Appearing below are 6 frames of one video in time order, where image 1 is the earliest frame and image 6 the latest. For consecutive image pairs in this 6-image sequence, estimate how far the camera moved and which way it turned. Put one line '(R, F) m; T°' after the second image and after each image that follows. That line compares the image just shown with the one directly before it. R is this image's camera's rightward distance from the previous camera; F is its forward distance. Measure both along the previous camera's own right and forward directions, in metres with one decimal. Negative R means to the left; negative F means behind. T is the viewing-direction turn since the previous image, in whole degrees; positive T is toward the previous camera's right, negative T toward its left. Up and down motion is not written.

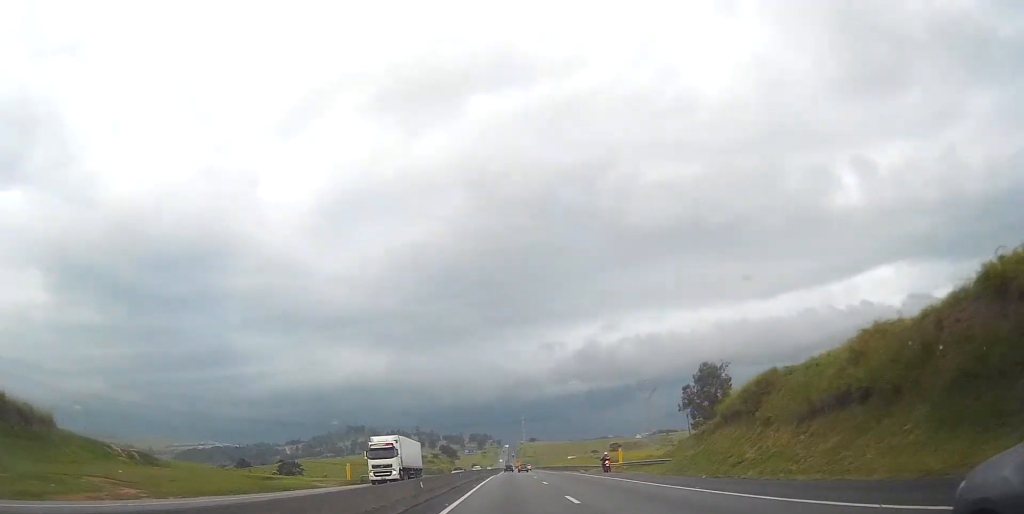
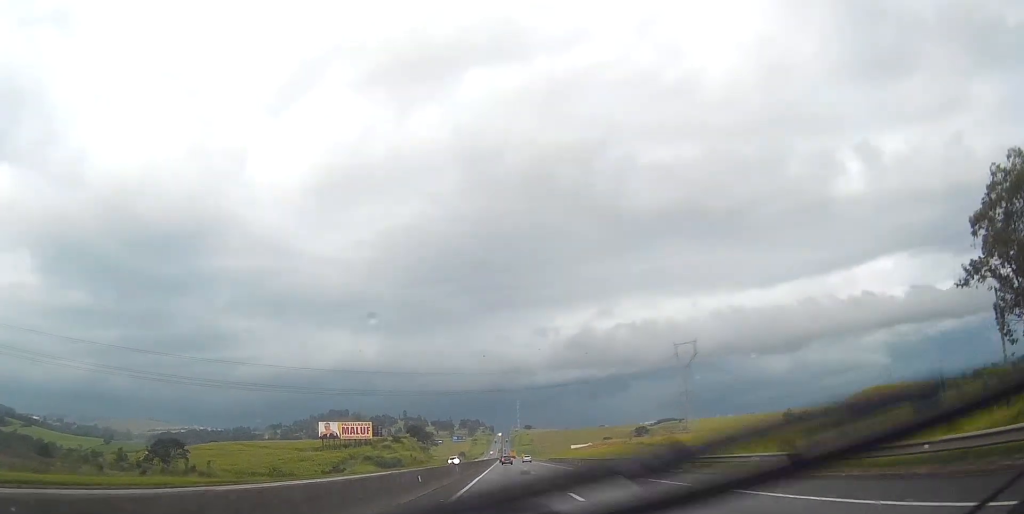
(-0.4, +118.2) m; 0°
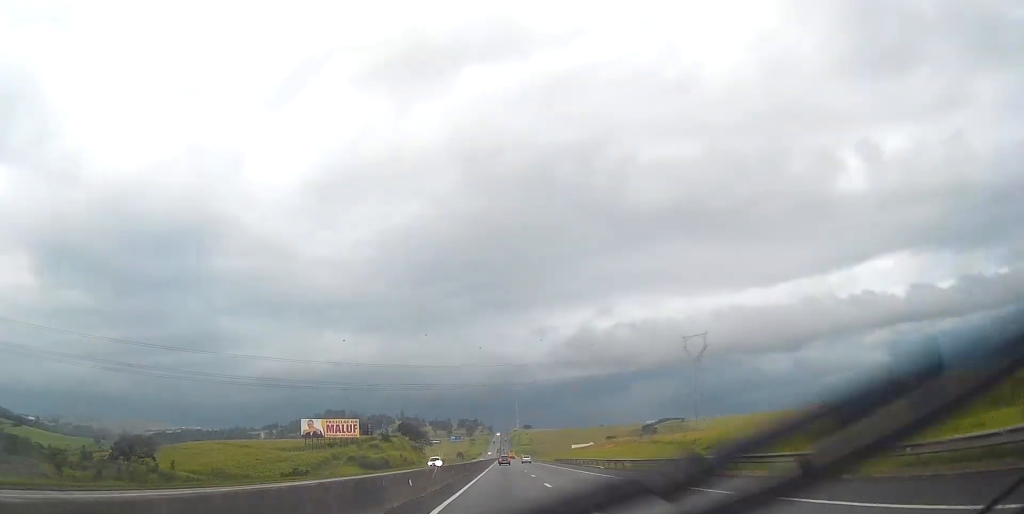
(-0.1, +21.4) m; 0°
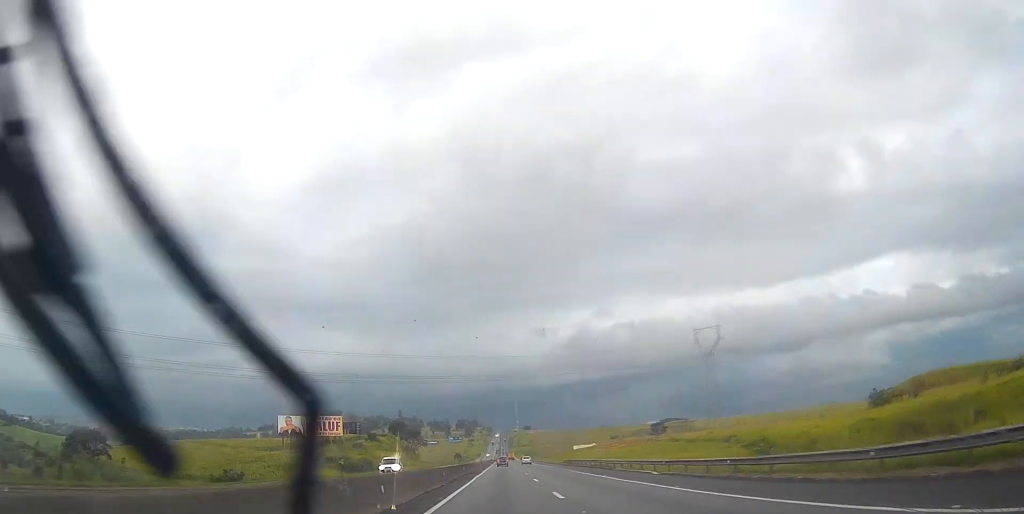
(-0.1, +24.4) m; 0°
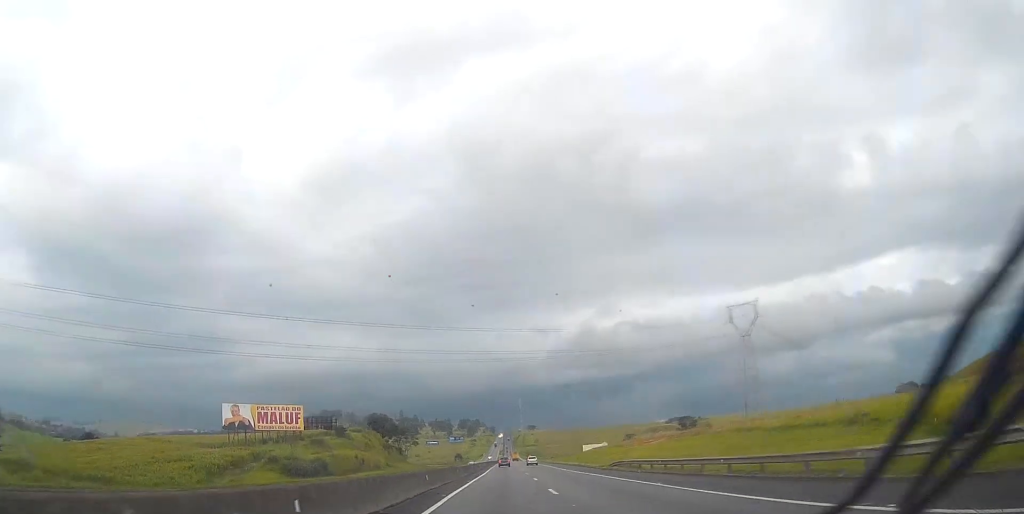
(0.0, +47.5) m; 0°
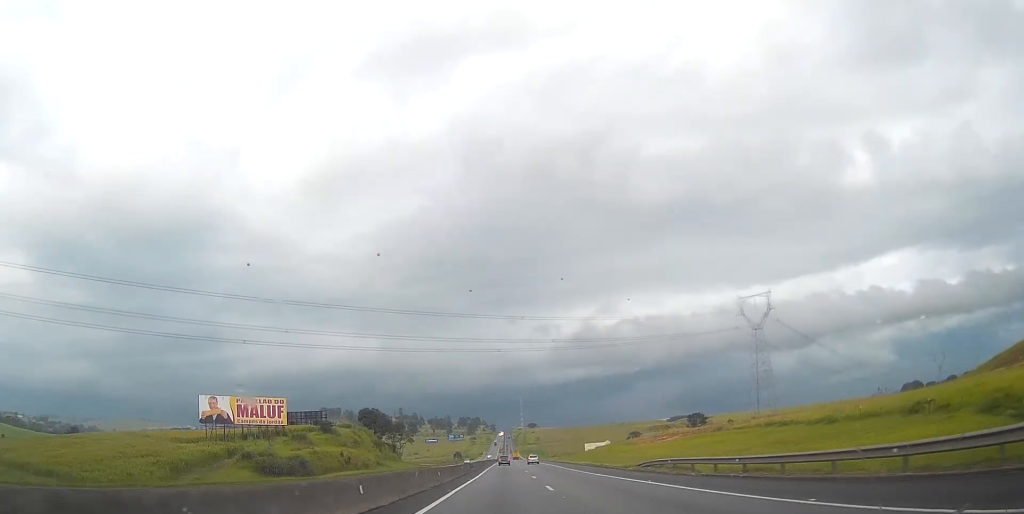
(0.0, +14.1) m; 0°
